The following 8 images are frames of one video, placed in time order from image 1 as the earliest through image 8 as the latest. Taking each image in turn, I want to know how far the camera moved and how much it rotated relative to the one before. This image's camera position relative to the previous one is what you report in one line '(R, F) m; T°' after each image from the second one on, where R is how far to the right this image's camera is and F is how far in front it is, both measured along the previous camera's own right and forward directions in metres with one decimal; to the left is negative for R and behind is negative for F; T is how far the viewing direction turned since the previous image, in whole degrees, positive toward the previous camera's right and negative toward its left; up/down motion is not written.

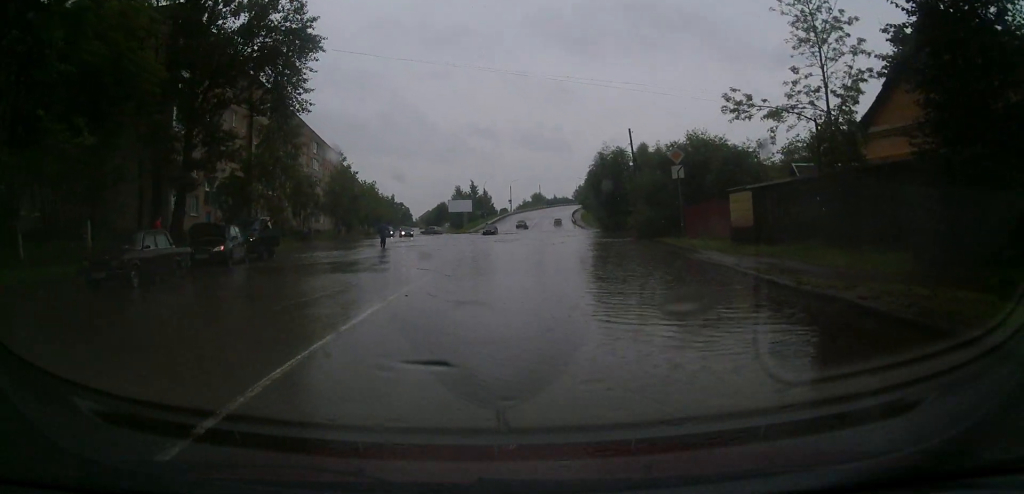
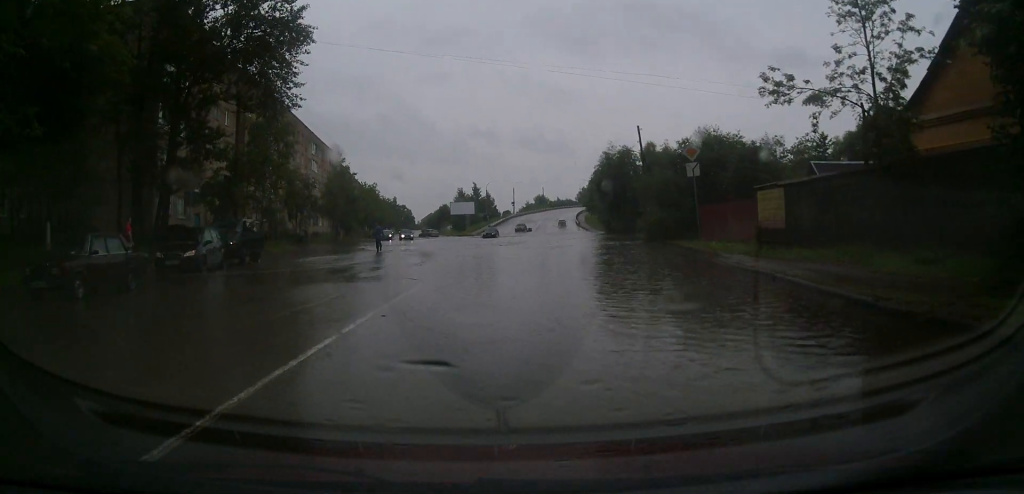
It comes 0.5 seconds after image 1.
(0.0, +2.5) m; 0°
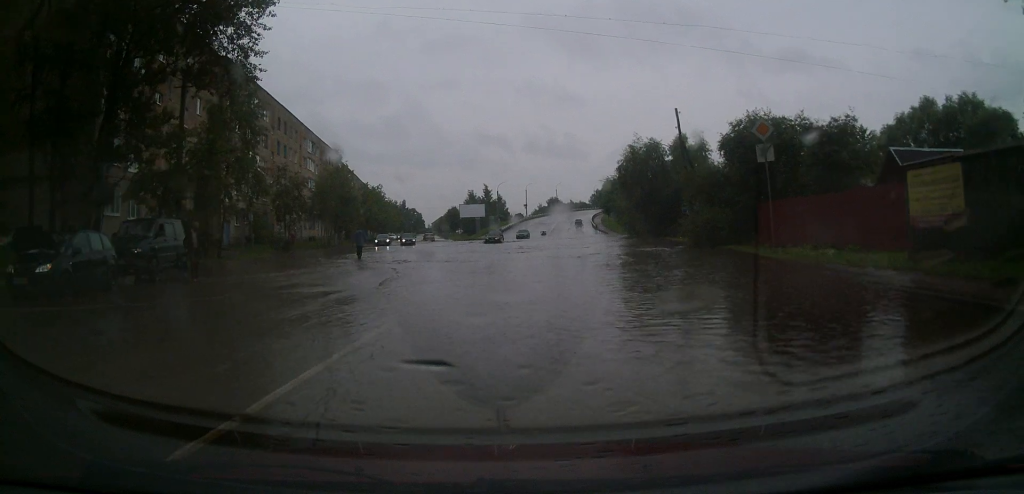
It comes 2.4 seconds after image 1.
(0.0, +8.4) m; 0°
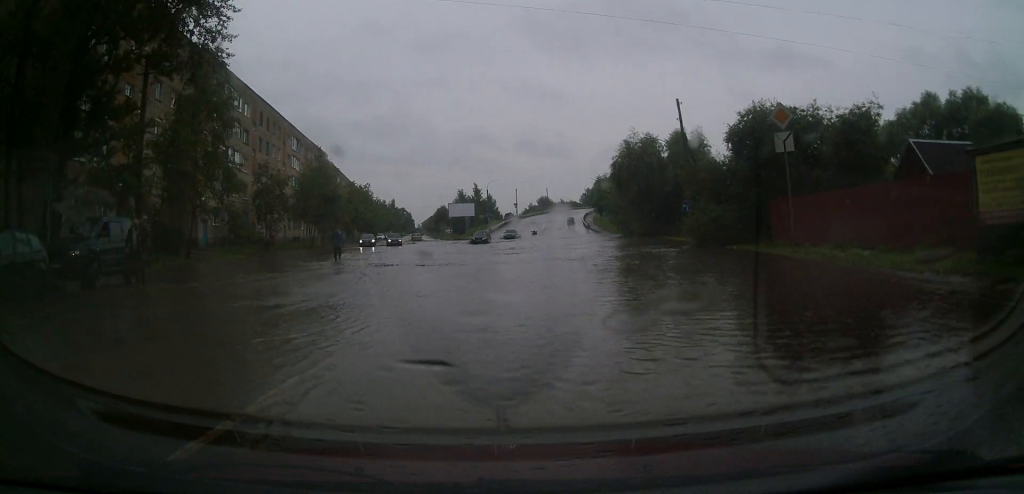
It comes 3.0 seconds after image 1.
(0.0, +2.6) m; 0°
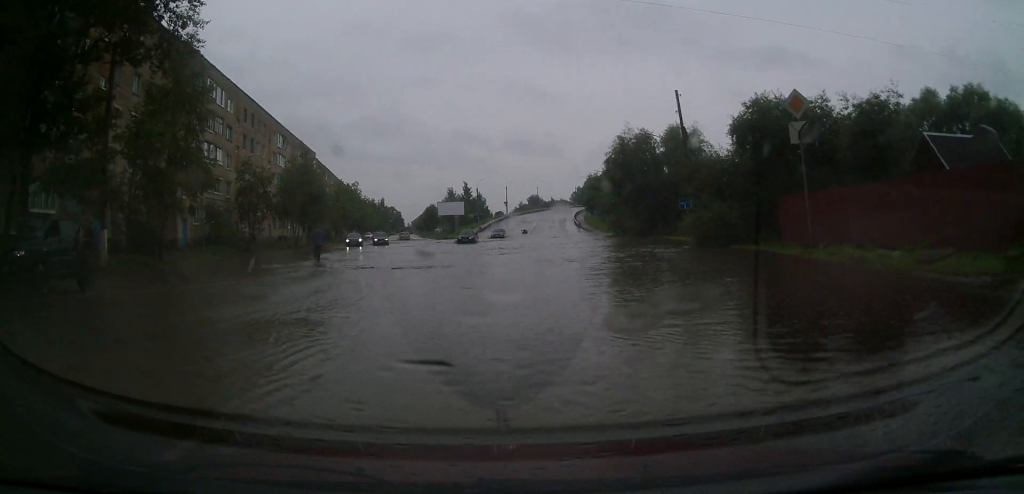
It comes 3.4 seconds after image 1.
(0.0, +1.9) m; 0°
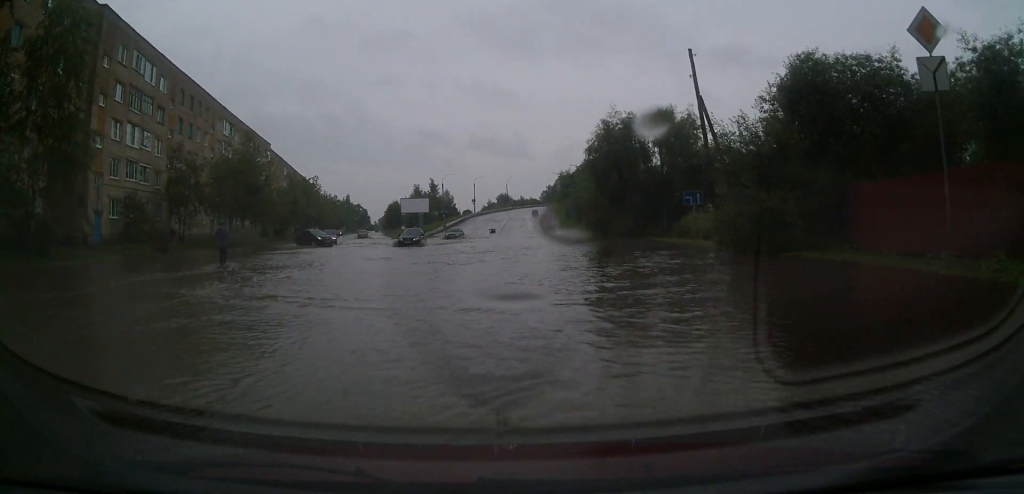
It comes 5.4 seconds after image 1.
(+0.1, +8.5) m; -1°
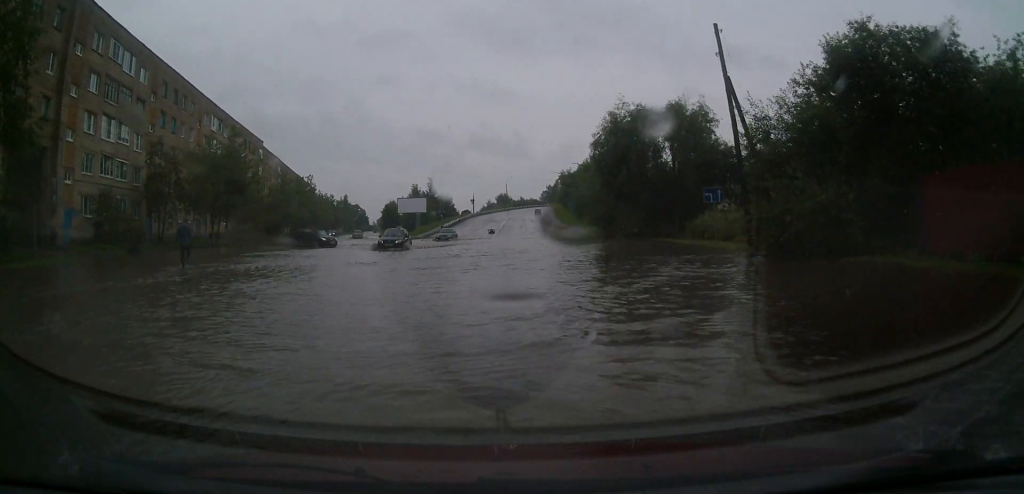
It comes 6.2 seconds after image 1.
(0.0, +3.8) m; -4°
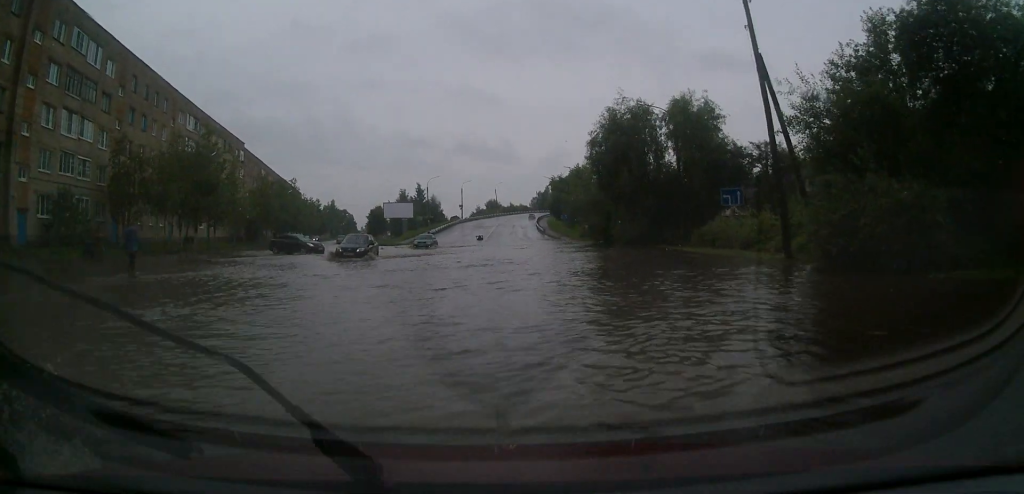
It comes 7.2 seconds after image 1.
(-0.3, +4.4) m; +2°
